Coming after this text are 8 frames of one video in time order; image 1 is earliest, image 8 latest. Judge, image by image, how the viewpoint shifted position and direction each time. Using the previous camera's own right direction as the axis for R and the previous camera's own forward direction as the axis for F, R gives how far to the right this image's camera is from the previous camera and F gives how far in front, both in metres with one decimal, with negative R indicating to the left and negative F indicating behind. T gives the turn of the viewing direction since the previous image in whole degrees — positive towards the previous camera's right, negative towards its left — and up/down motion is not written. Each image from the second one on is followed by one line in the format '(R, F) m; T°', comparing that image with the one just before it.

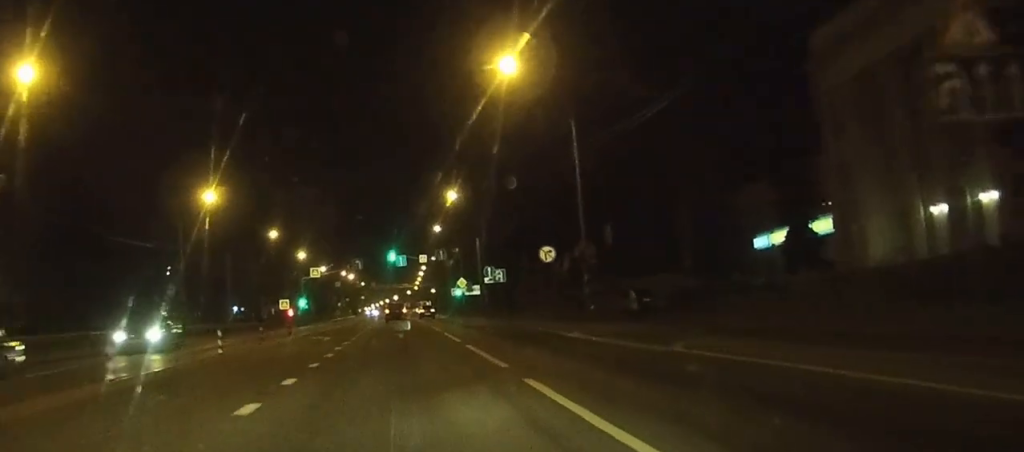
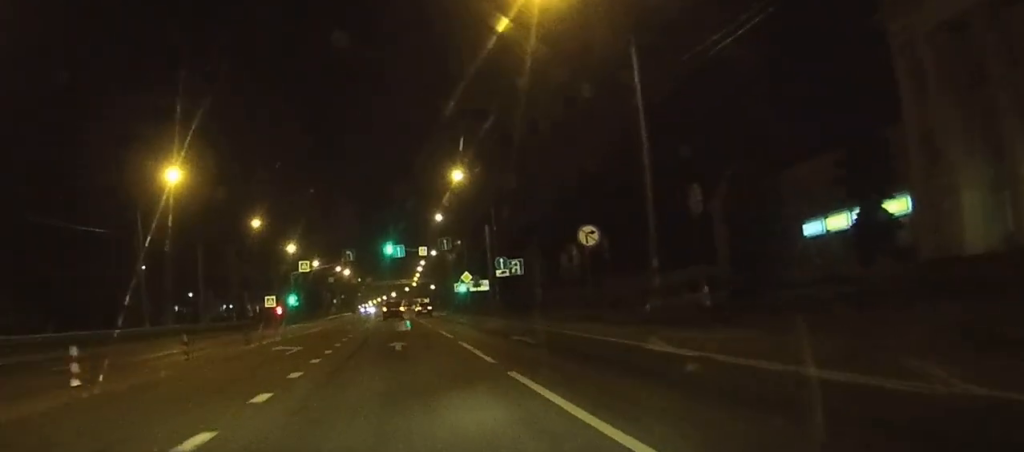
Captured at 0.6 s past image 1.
(0.0, +10.5) m; 0°
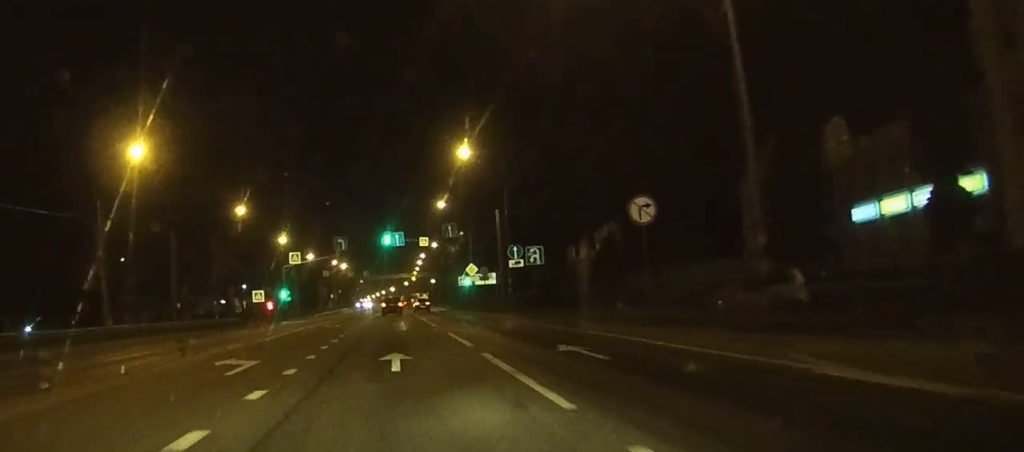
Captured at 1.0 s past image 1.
(0.0, +8.1) m; 0°
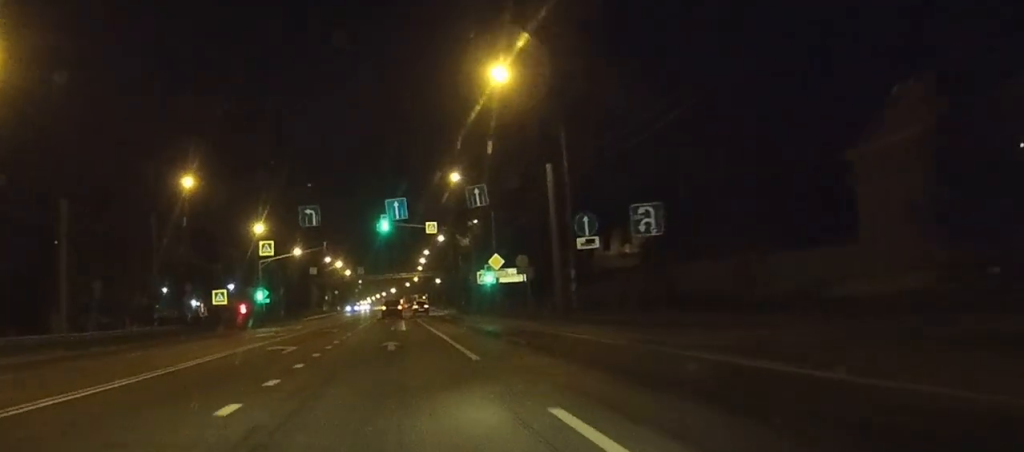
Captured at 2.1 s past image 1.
(+0.1, +21.2) m; 0°
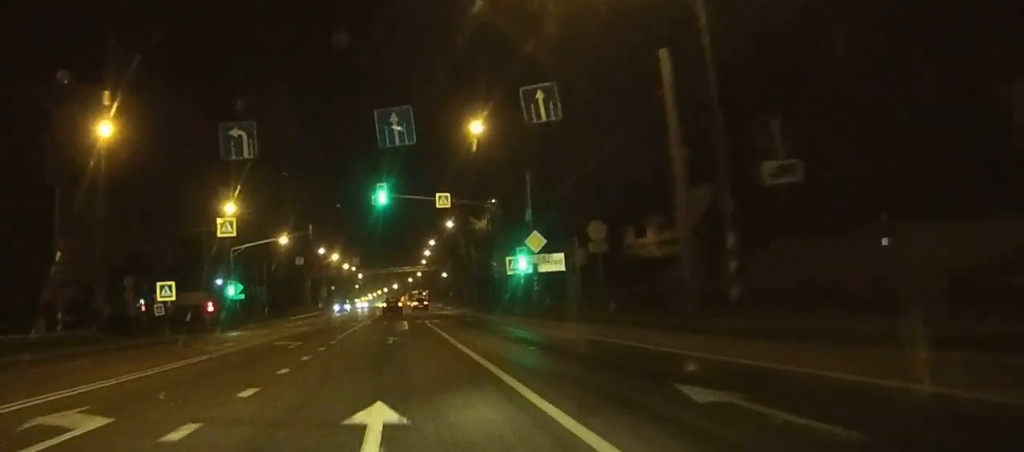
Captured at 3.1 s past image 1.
(-0.1, +18.2) m; 0°
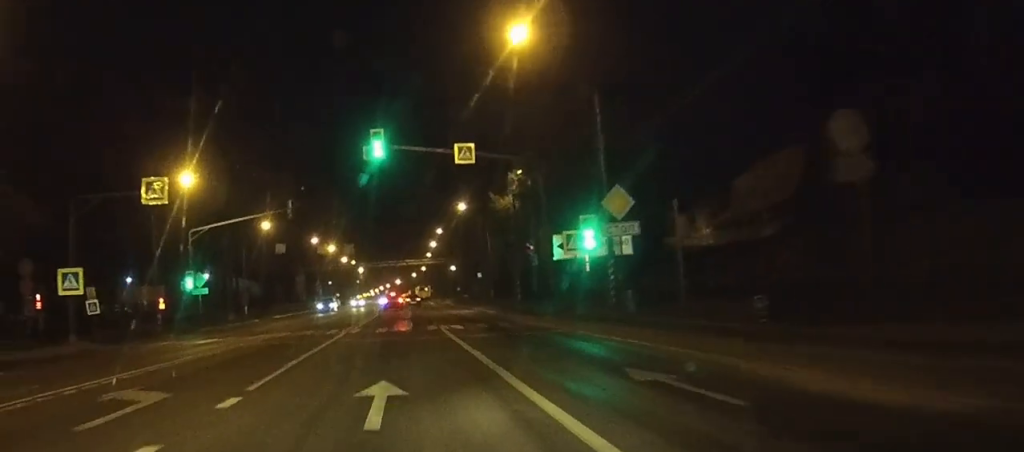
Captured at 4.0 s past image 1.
(-0.1, +17.6) m; 0°
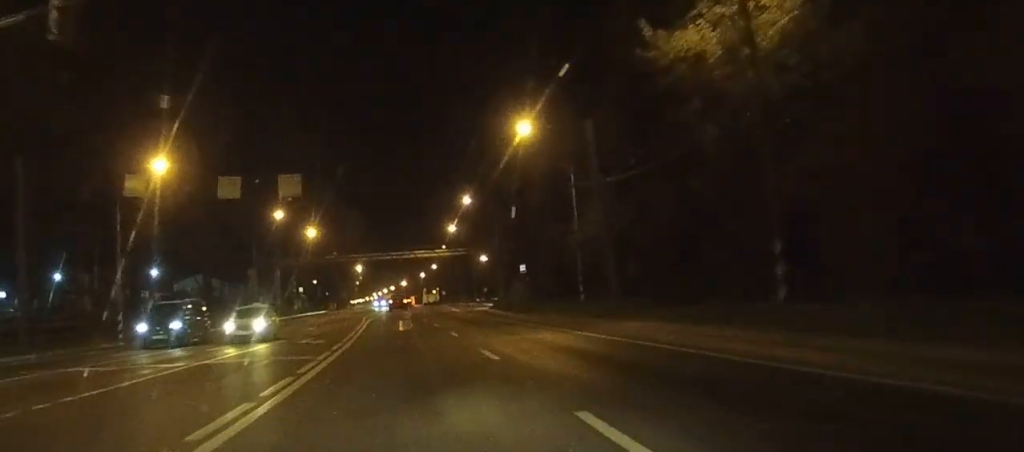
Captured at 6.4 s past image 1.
(+0.1, +45.6) m; 0°
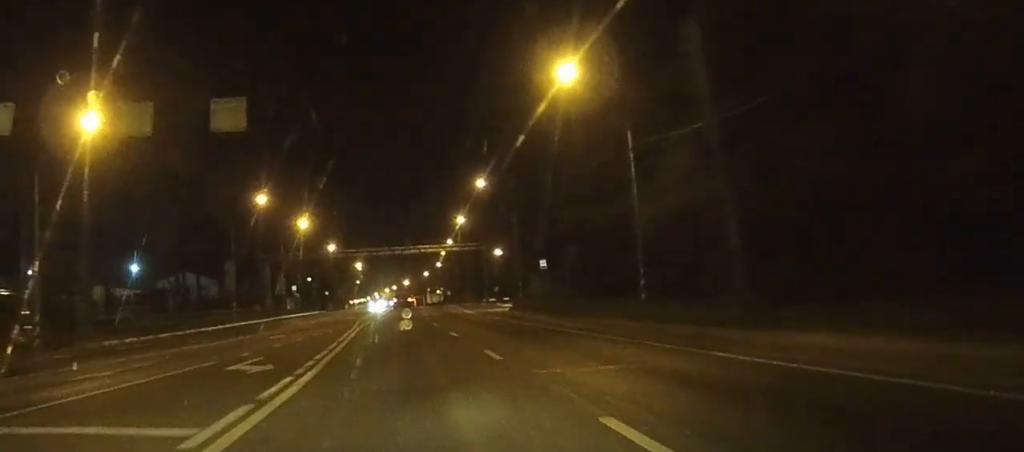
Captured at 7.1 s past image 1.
(+0.1, +12.7) m; 0°
